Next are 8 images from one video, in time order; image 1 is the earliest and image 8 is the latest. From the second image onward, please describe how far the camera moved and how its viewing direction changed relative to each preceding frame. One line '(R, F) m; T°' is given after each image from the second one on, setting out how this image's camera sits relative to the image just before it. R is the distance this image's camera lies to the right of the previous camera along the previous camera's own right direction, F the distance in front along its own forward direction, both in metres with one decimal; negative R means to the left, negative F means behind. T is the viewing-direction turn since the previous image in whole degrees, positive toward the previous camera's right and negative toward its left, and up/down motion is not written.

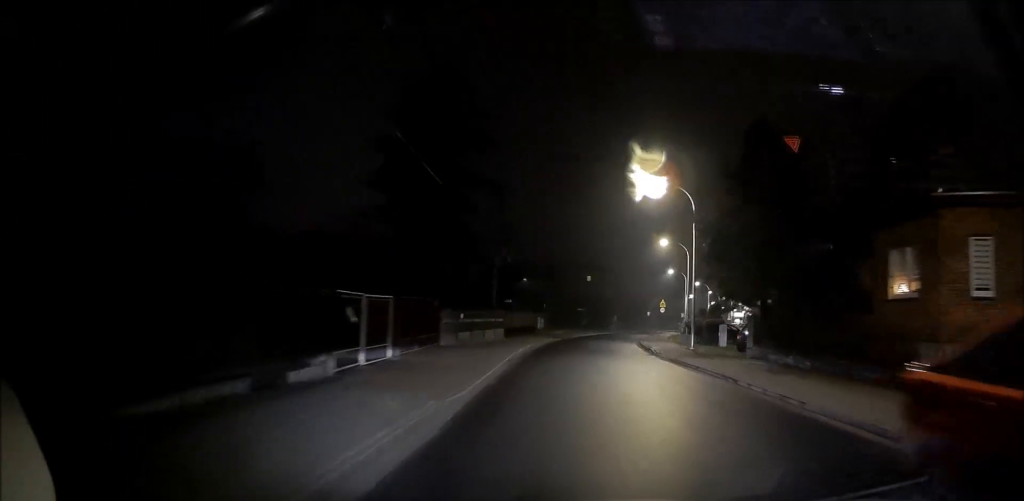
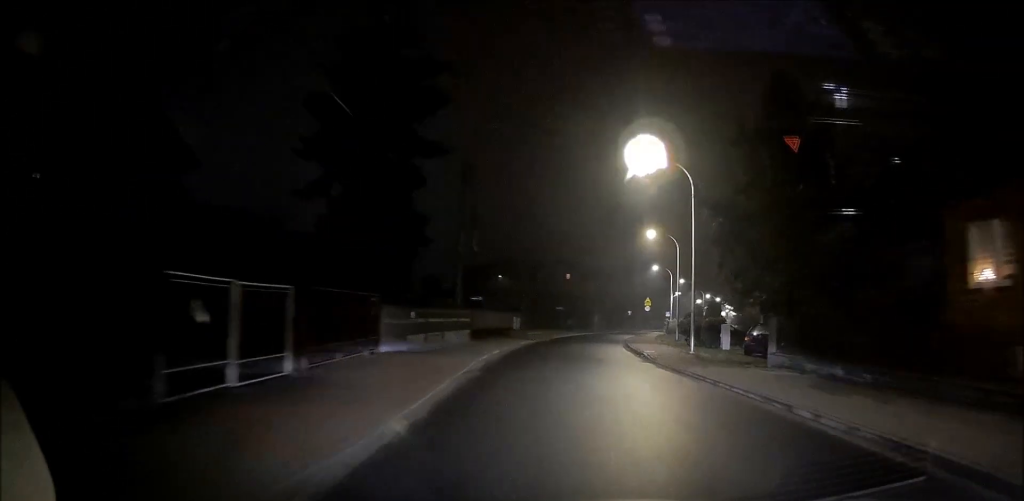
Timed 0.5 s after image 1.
(+0.1, +5.0) m; +1°
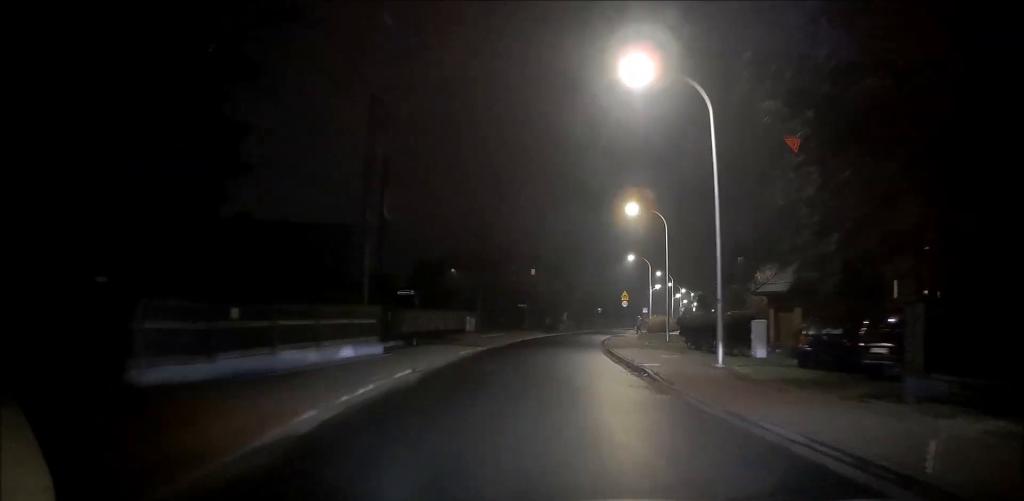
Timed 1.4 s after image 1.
(+0.1, +9.6) m; +3°
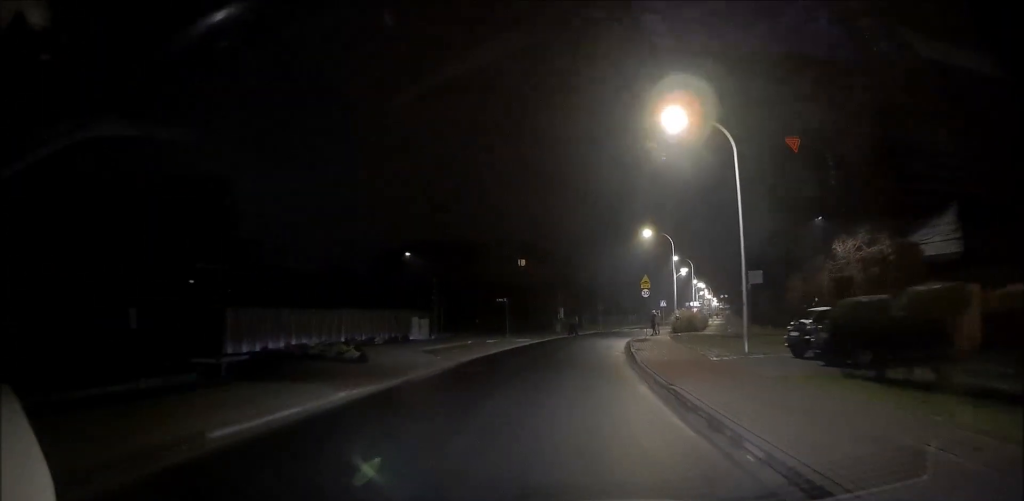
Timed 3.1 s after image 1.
(+0.7, +16.9) m; +3°
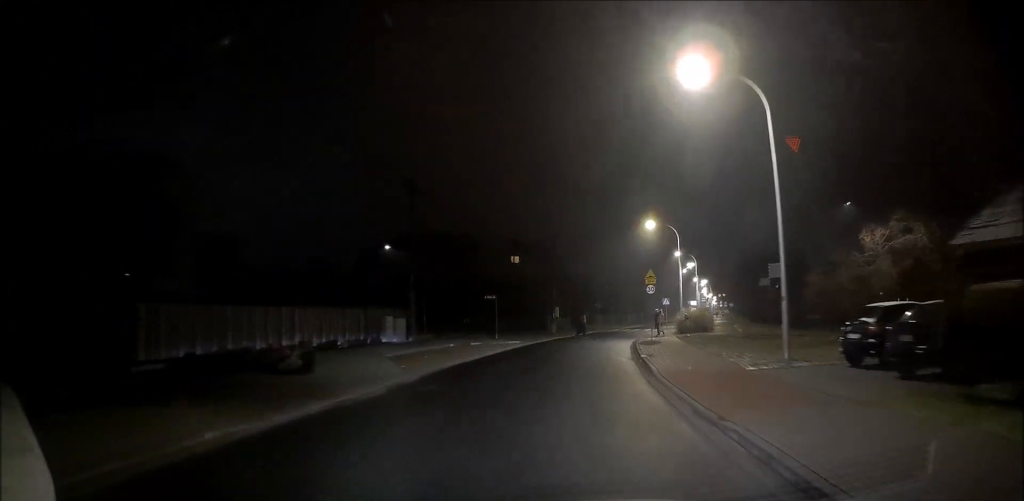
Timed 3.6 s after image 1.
(0.0, +4.3) m; 0°
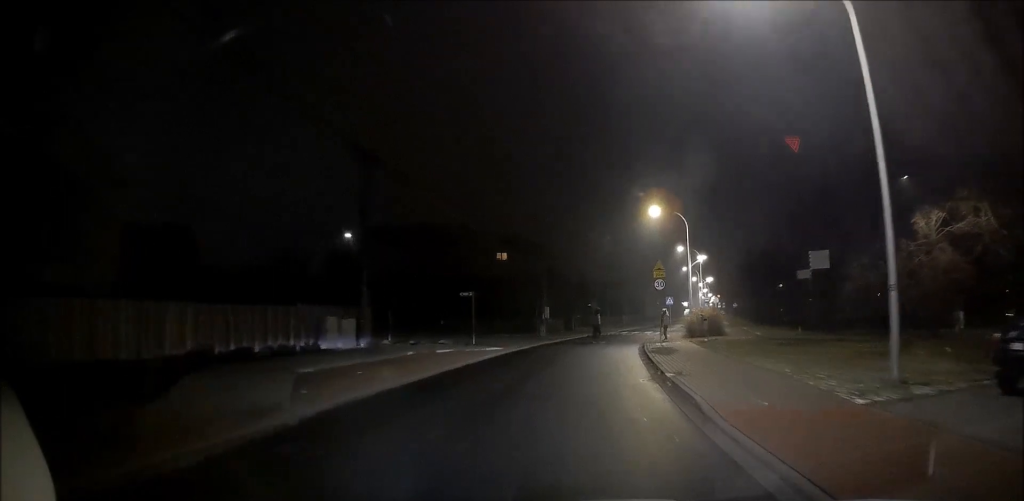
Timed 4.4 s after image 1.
(+0.2, +6.7) m; 0°
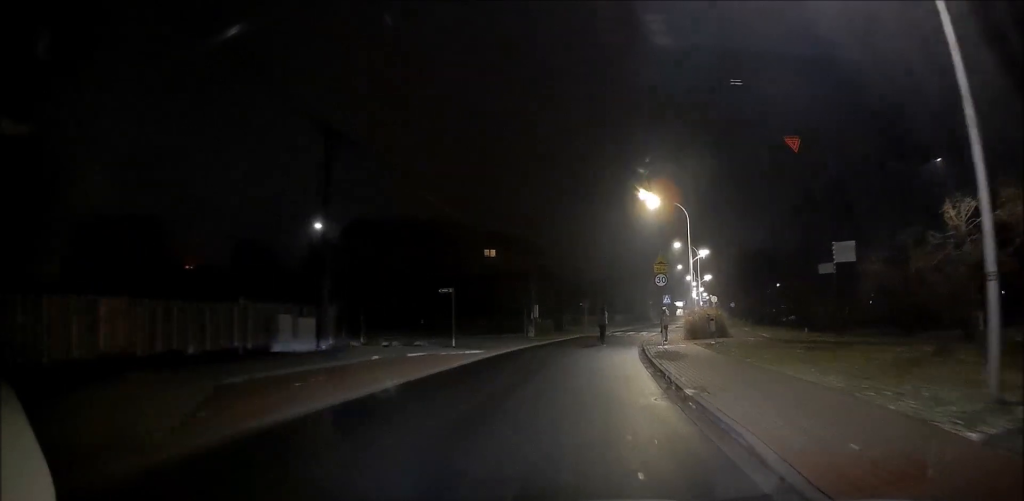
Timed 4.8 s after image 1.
(-0.1, +3.4) m; +1°
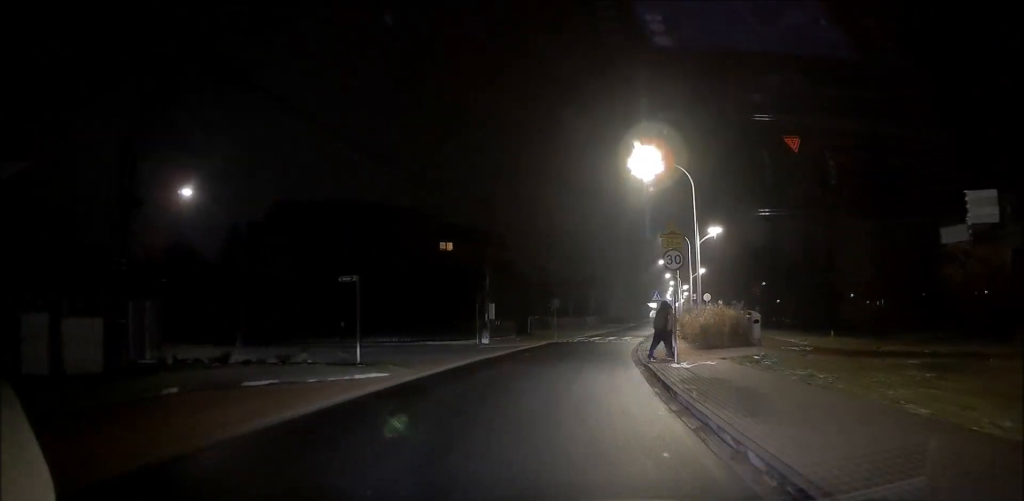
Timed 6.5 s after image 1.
(+0.7, +11.8) m; +5°
